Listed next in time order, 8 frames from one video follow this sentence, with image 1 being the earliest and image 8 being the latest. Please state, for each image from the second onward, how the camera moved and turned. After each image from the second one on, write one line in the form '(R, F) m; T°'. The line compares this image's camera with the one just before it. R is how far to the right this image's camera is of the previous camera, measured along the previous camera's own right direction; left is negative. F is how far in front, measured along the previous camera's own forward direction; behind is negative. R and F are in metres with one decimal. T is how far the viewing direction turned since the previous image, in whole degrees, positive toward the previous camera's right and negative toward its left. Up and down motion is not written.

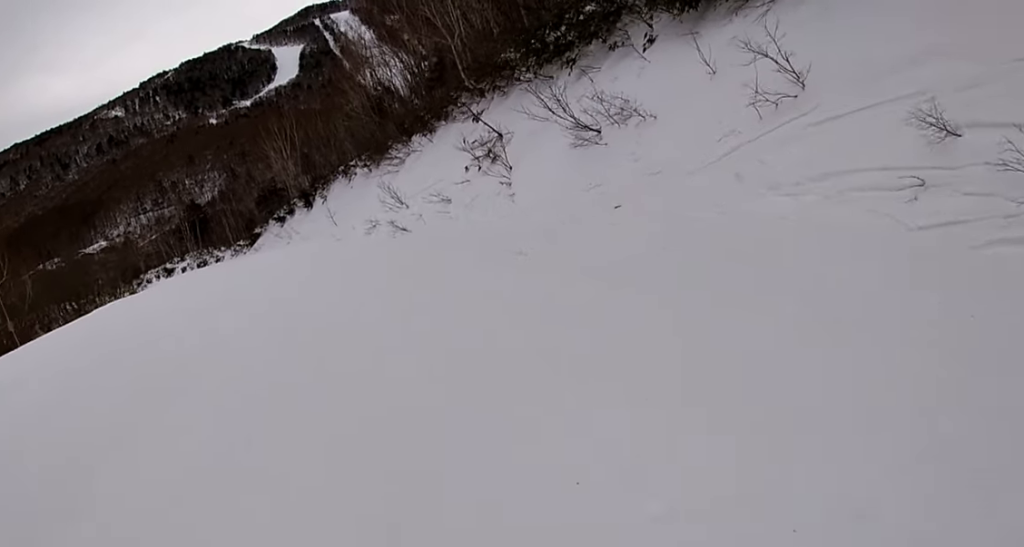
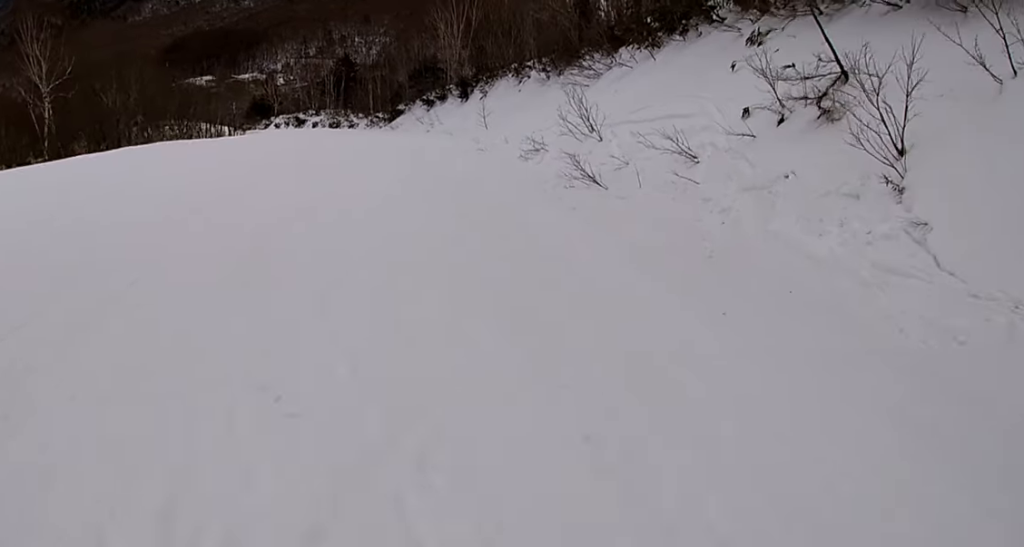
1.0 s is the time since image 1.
(-1.1, +10.4) m; -8°
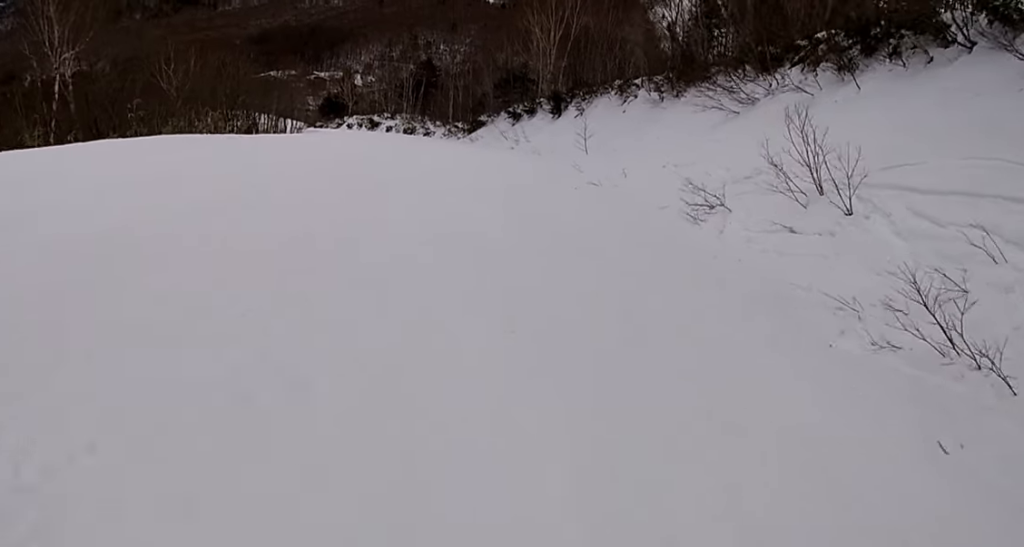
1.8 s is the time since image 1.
(-0.3, +7.8) m; +2°
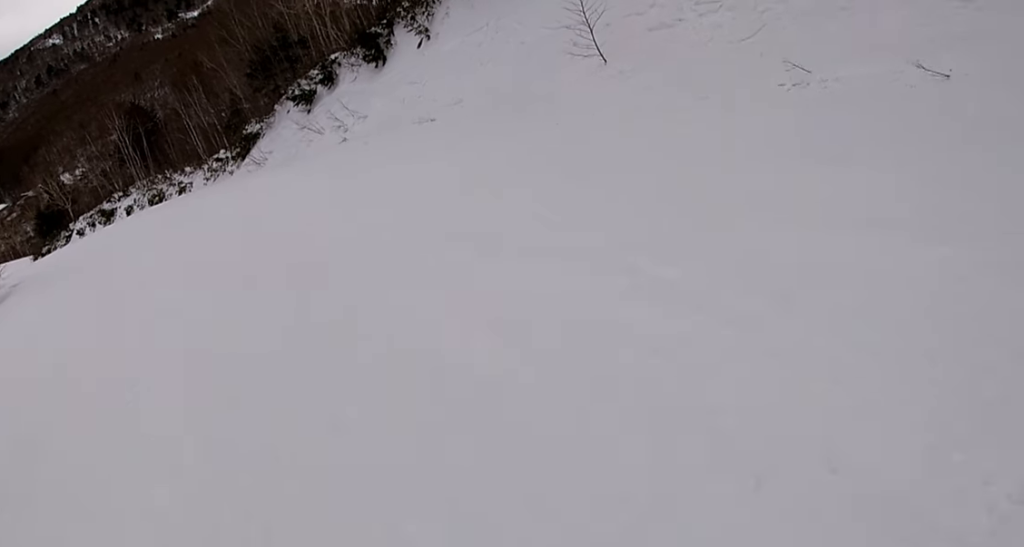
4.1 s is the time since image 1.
(+4.9, +23.5) m; +14°
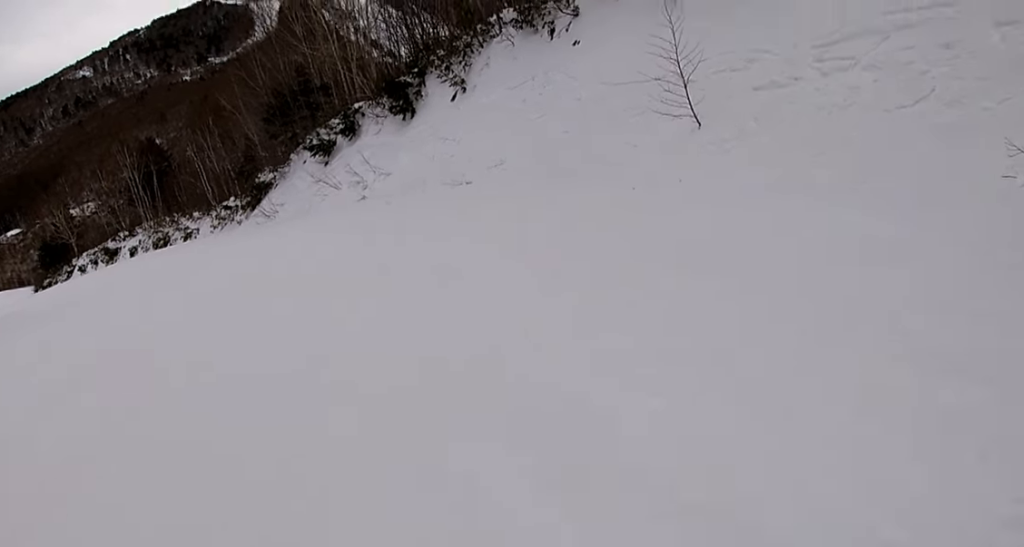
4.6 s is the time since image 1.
(-0.1, +4.3) m; -5°
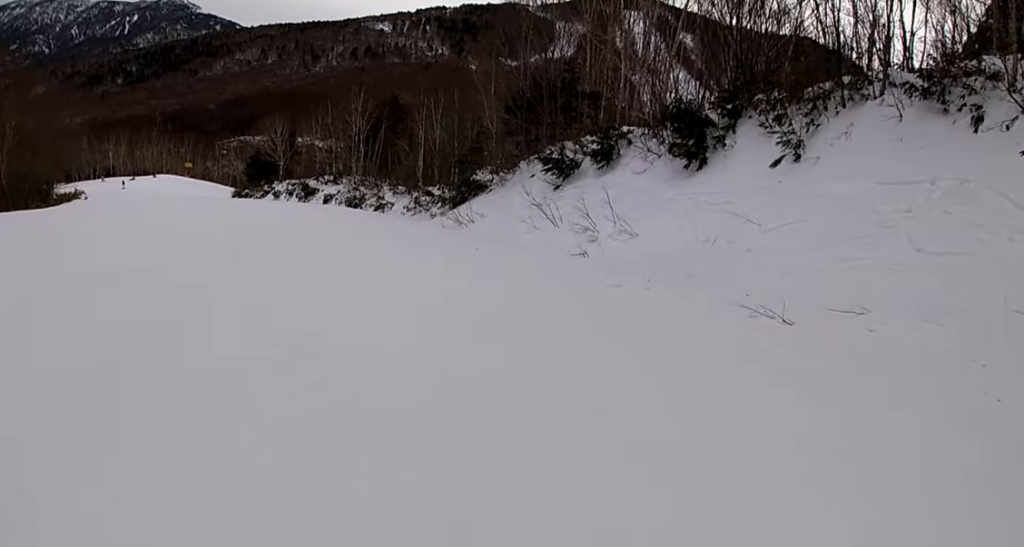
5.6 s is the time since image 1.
(-1.1, +10.1) m; -18°
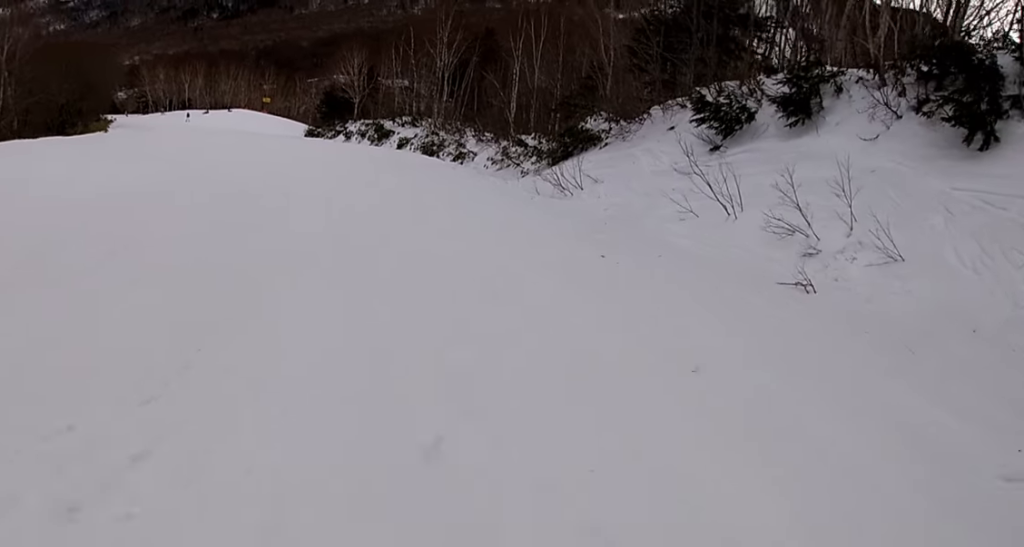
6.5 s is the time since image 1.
(-1.8, +8.6) m; -14°
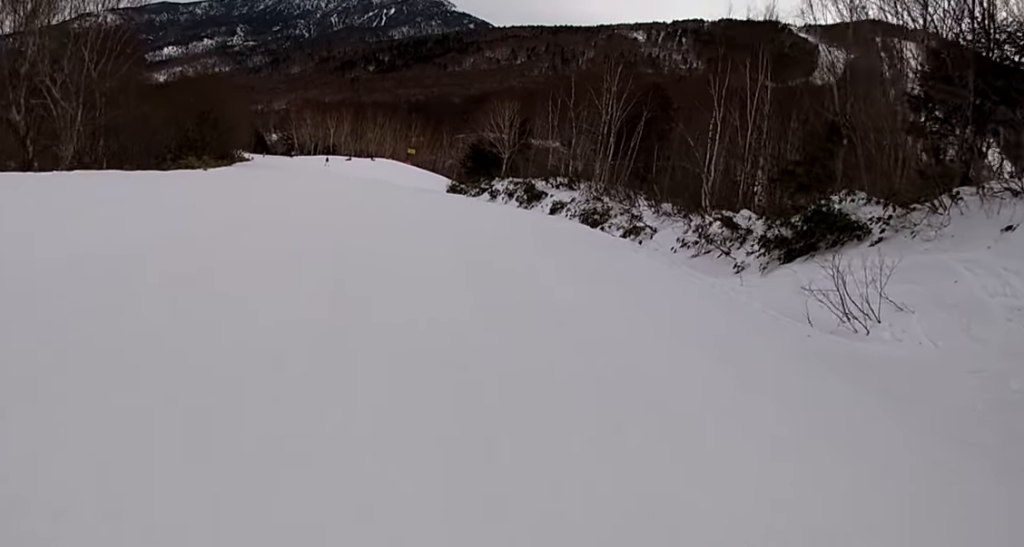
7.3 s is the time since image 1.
(0.0, +8.4) m; -9°
